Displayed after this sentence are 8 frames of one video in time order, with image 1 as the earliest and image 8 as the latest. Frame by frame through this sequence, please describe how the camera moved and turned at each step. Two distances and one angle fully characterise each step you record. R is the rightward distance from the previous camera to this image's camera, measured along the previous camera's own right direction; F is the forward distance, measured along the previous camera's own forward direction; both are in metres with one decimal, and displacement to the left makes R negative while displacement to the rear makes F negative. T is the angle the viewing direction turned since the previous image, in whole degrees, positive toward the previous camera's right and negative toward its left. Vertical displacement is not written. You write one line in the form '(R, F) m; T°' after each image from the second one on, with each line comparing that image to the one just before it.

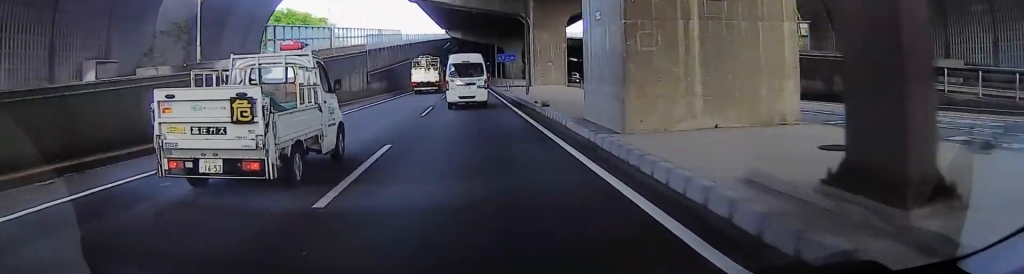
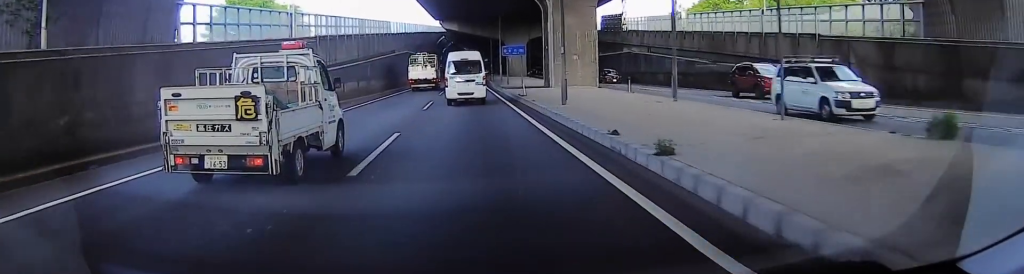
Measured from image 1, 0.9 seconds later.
(-1.3, +12.9) m; 0°
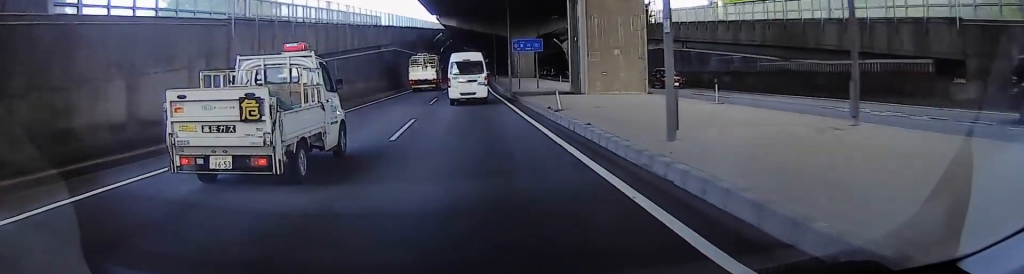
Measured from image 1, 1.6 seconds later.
(+1.1, +10.5) m; 0°
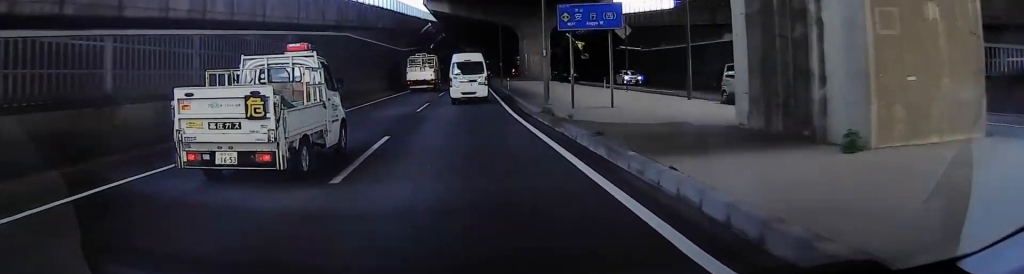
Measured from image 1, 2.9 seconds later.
(-1.1, +19.7) m; 0°
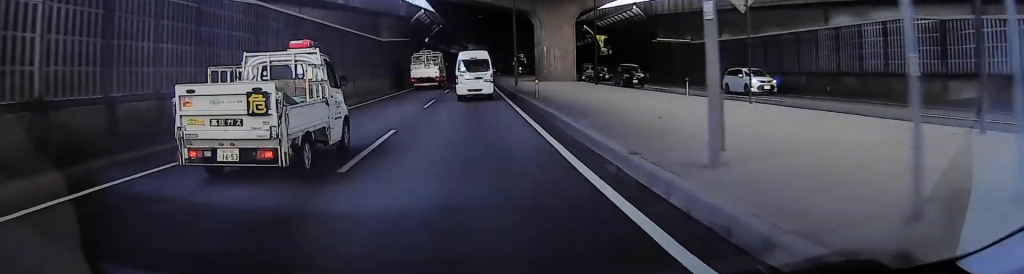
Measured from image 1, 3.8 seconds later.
(+1.4, +13.9) m; 0°
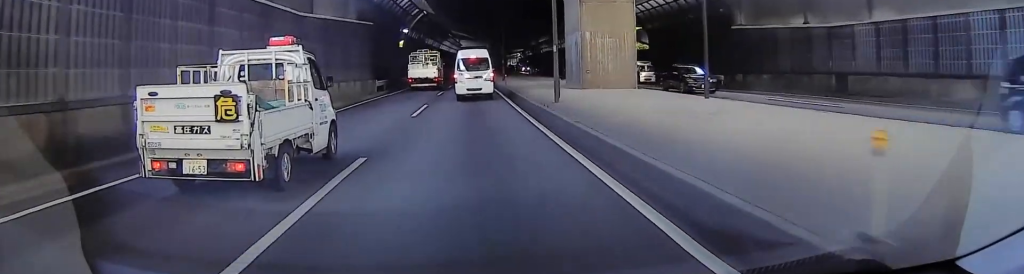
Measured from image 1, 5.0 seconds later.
(-1.3, +19.1) m; 0°
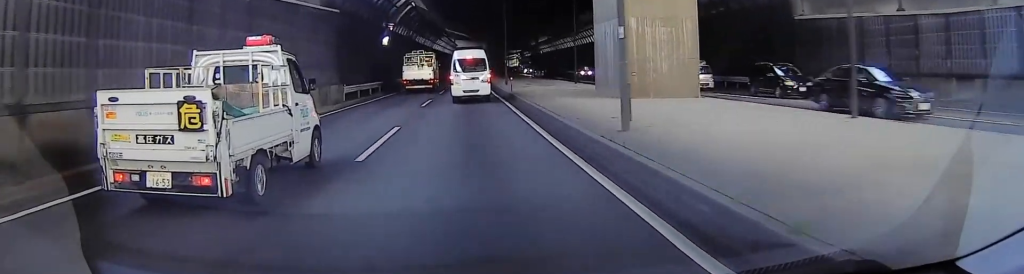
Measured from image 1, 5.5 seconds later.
(+0.8, +8.5) m; 0°
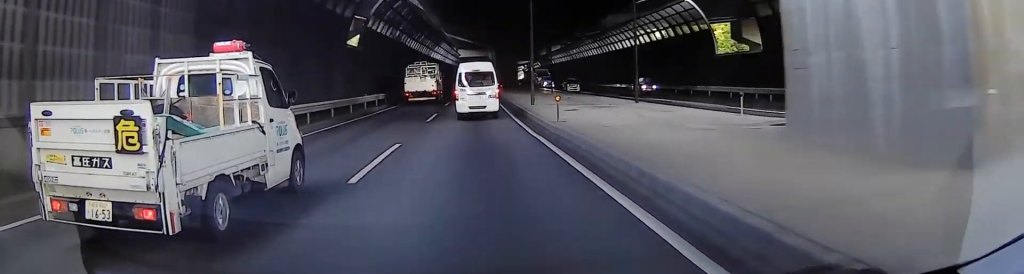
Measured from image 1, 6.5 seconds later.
(-0.4, +16.2) m; 0°
